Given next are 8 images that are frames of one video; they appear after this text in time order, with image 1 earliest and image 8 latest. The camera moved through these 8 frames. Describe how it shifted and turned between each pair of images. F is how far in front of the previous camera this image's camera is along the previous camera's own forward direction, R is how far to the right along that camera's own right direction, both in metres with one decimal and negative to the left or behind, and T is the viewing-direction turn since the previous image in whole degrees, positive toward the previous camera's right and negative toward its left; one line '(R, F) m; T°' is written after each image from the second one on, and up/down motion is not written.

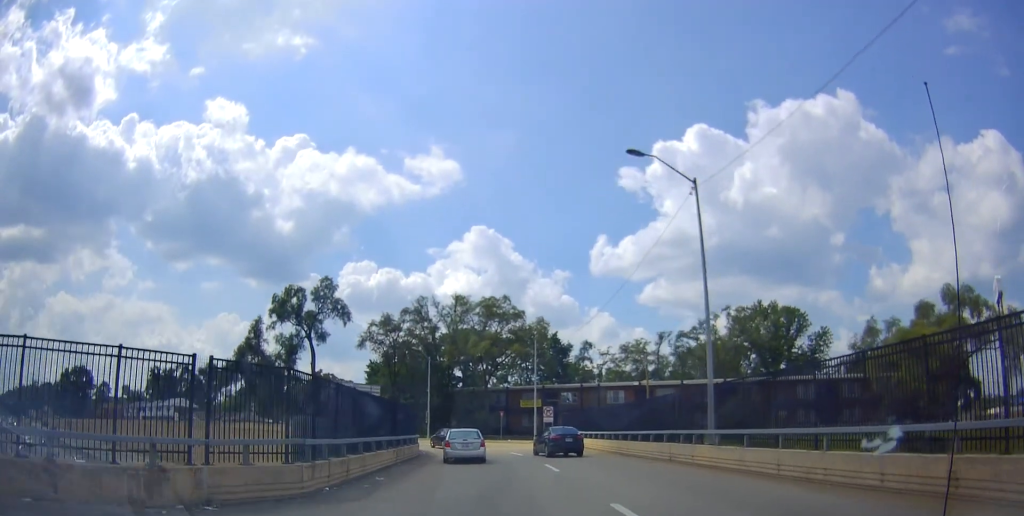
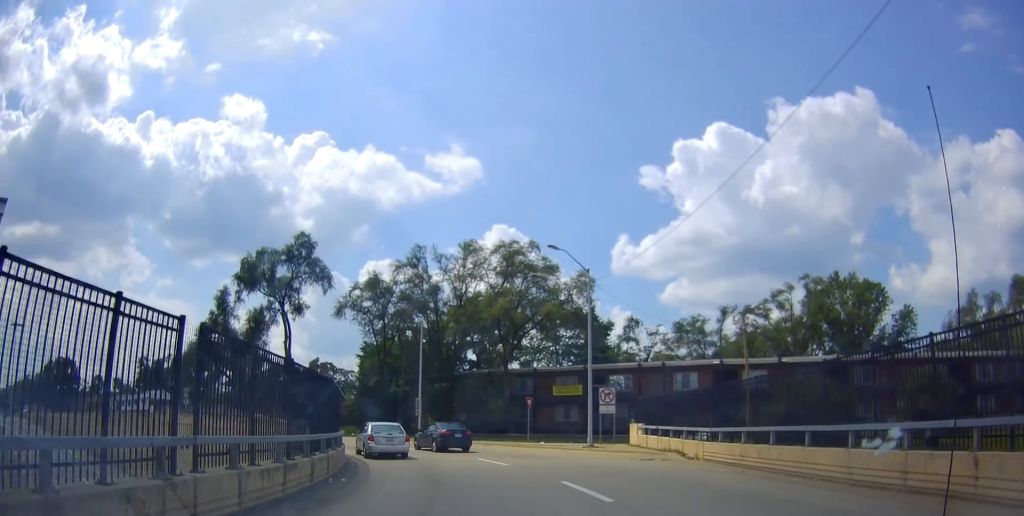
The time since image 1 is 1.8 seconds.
(-1.4, +21.0) m; -4°
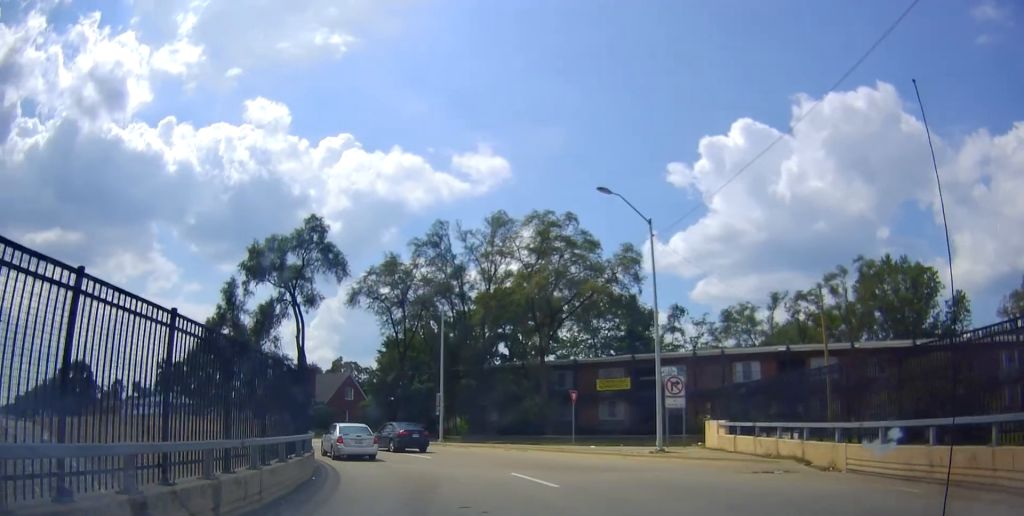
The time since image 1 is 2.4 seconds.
(-0.3, +7.4) m; 0°
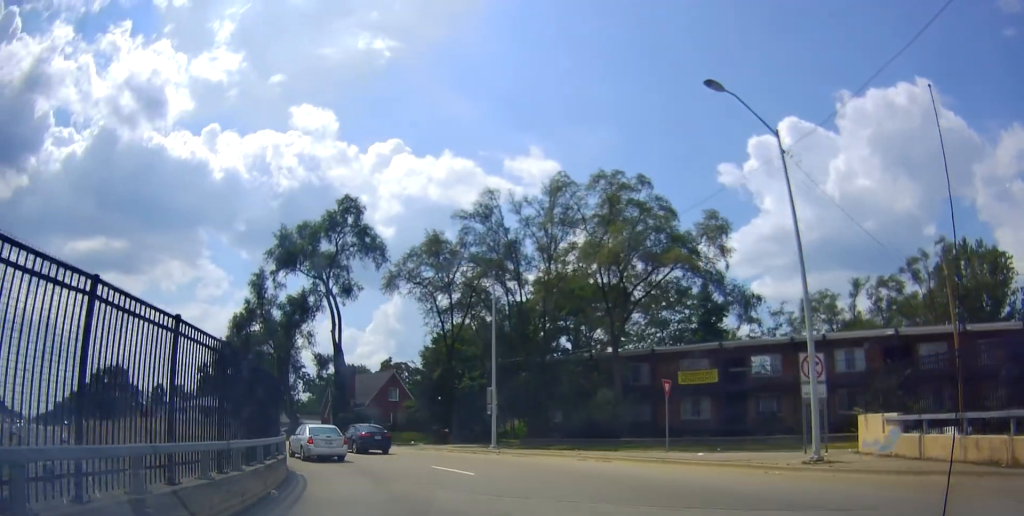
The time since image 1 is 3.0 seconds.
(+0.8, +8.1) m; -3°
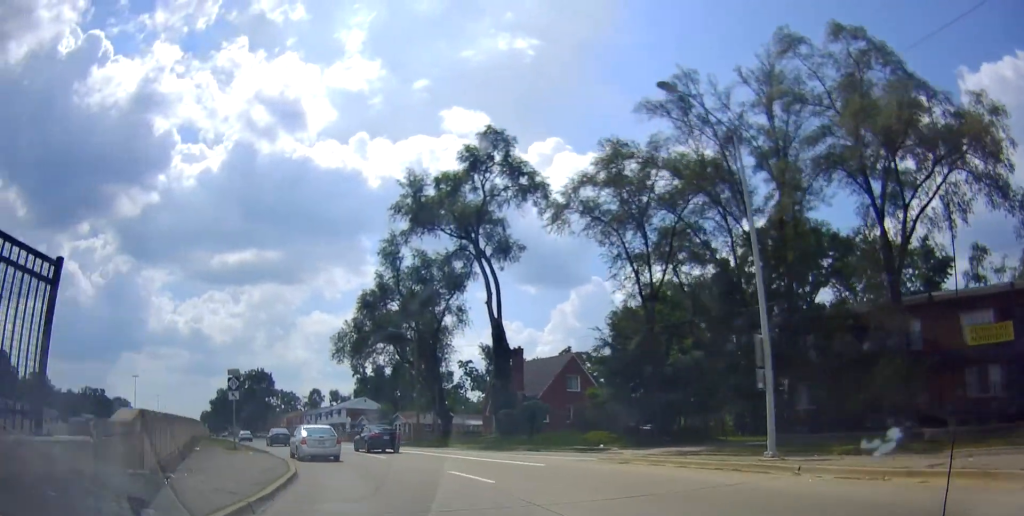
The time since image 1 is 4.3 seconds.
(-2.1, +14.9) m; -16°
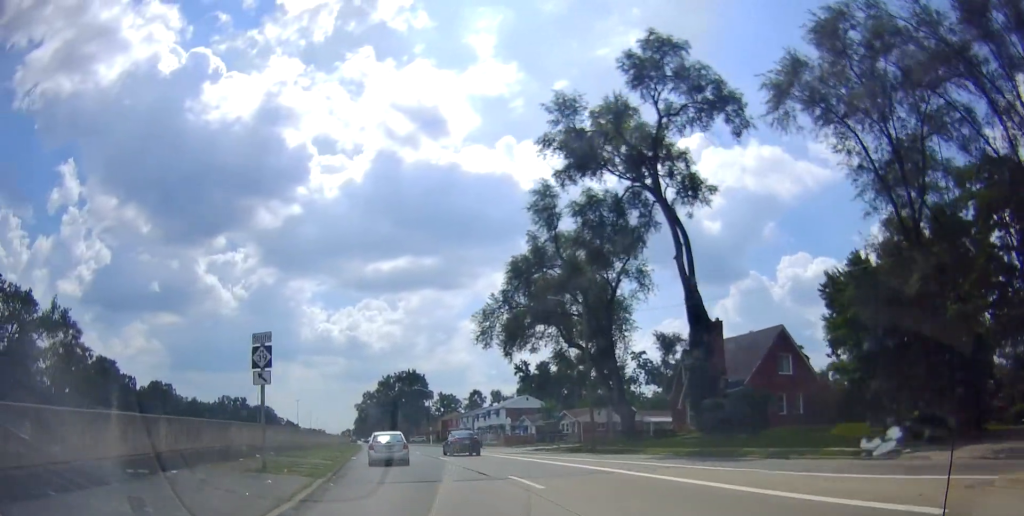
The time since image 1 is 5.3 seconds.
(-1.1, +12.3) m; -10°
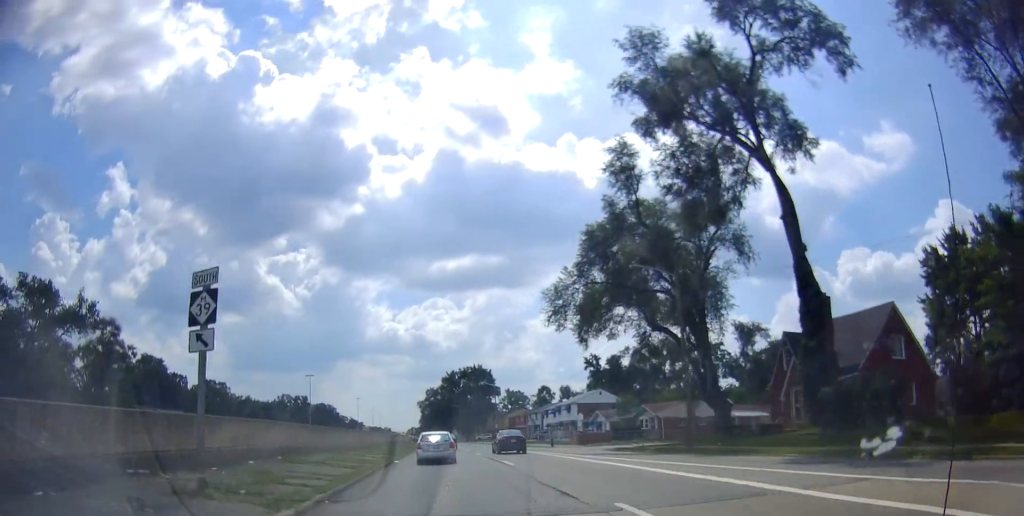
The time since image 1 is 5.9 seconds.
(-0.3, +6.4) m; -7°
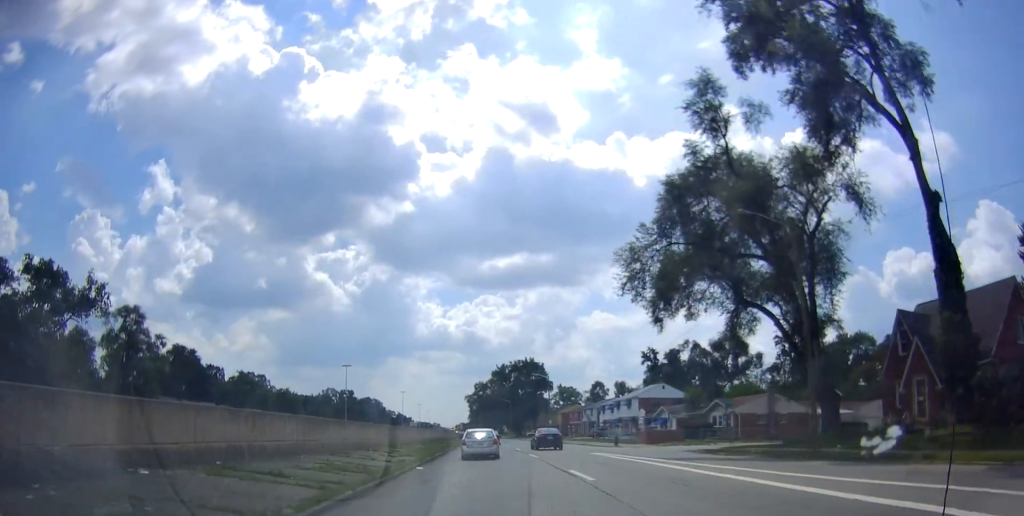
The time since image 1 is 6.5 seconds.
(-0.5, +7.7) m; -8°
